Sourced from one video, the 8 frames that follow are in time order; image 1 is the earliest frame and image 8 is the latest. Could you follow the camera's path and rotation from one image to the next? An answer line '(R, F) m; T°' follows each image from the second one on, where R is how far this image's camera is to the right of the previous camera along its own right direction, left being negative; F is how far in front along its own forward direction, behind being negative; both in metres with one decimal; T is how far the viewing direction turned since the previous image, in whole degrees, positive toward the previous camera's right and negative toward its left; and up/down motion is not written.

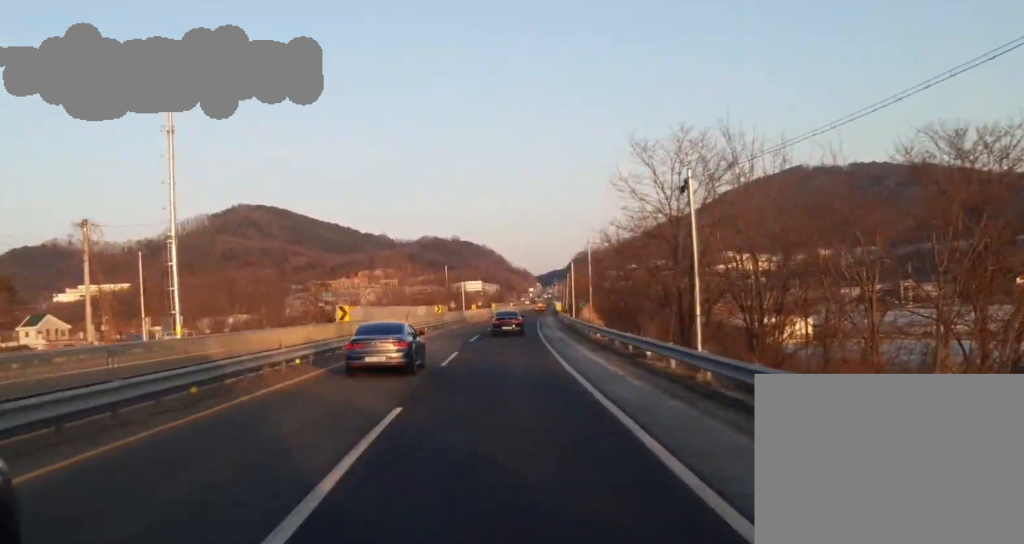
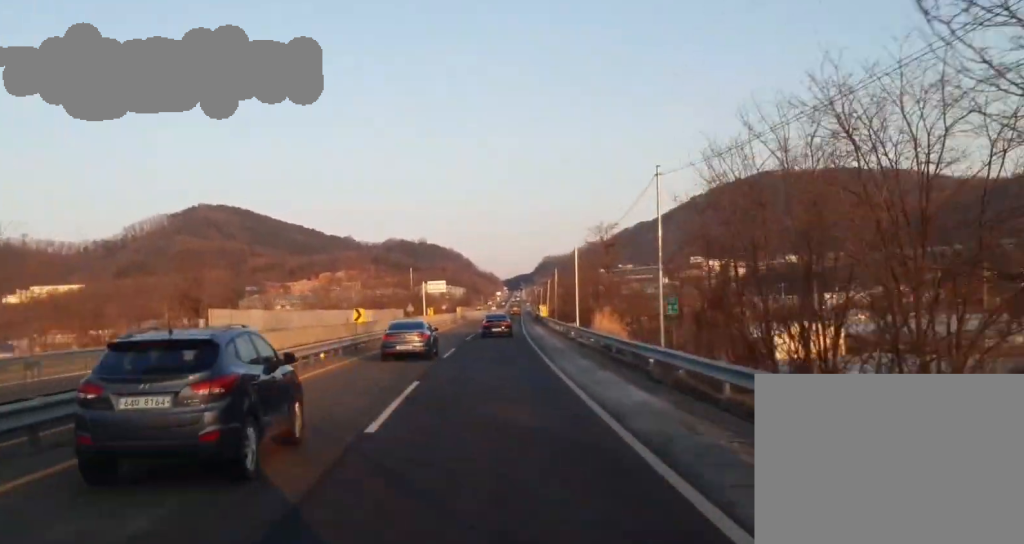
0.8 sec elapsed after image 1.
(+0.8, +34.4) m; +3°
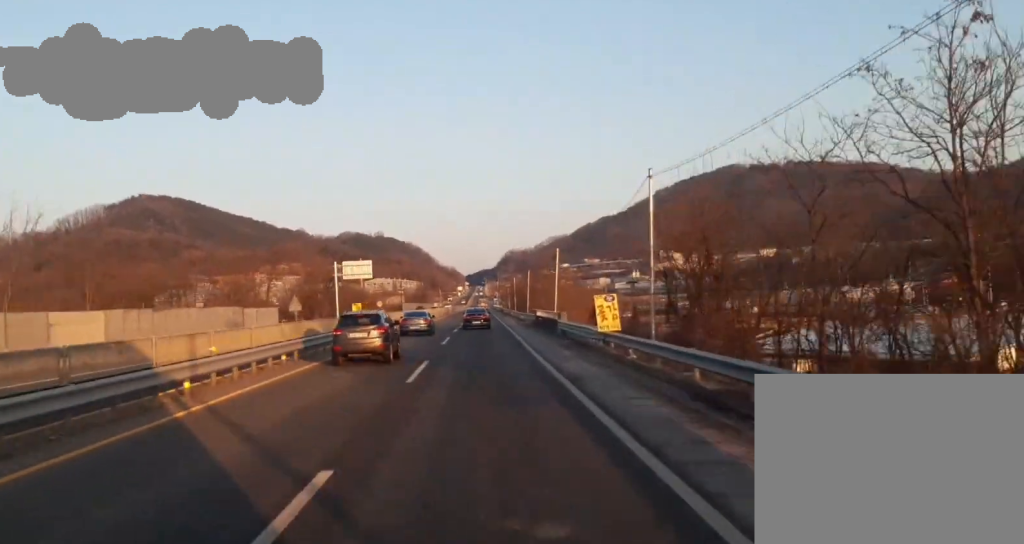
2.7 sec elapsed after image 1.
(+1.8, +75.6) m; +1°
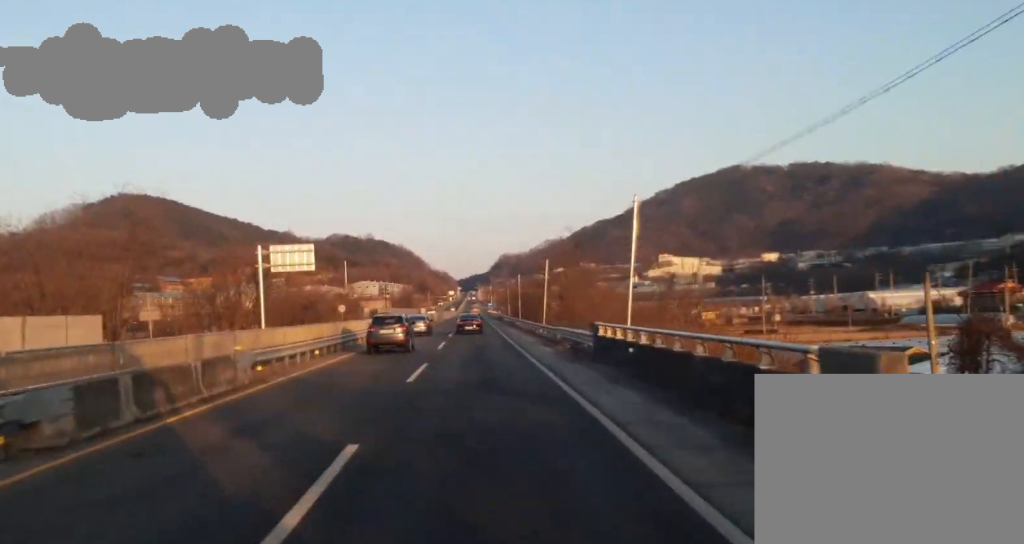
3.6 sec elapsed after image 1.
(0.0, +38.4) m; +1°
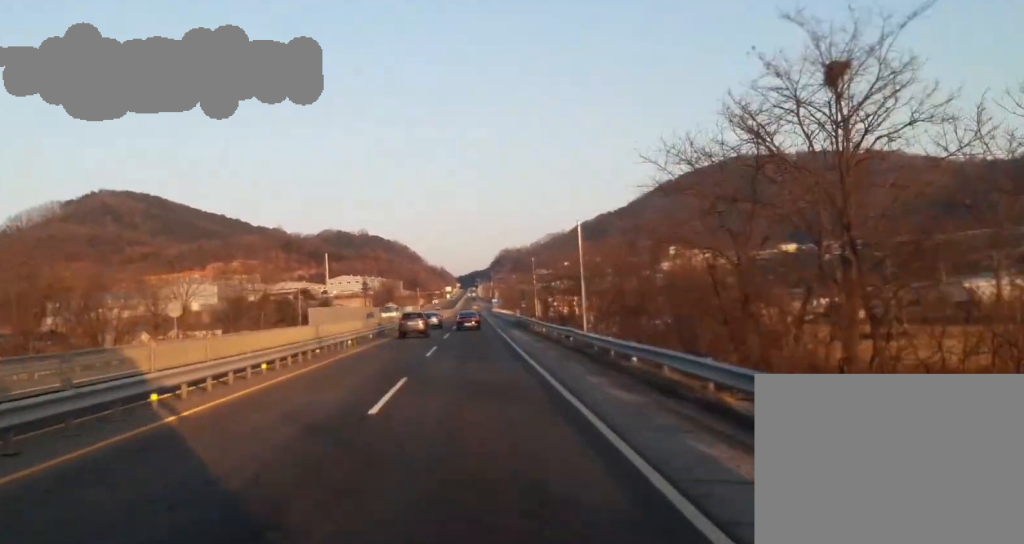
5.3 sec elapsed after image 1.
(+0.7, +68.7) m; +1°
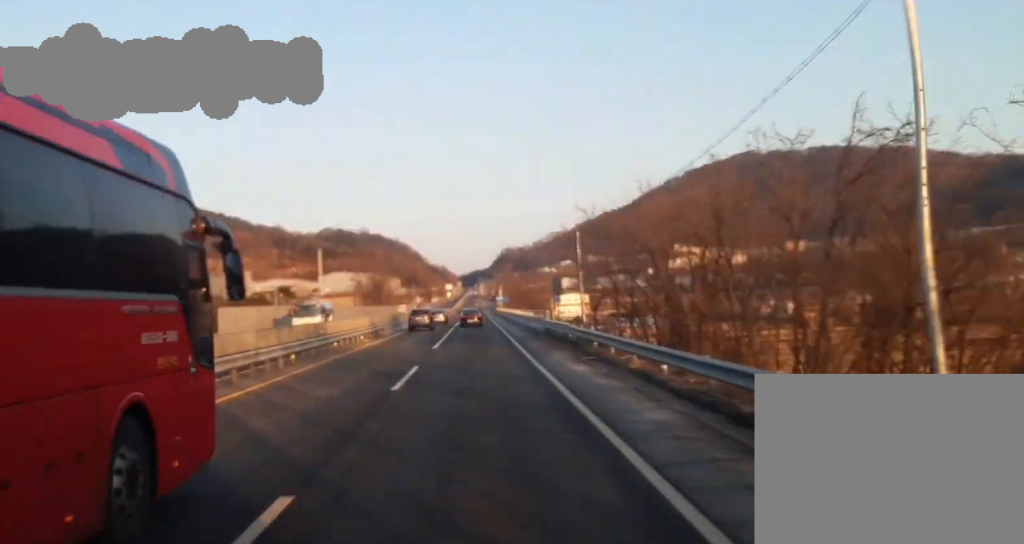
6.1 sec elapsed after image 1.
(0.0, +35.7) m; 0°
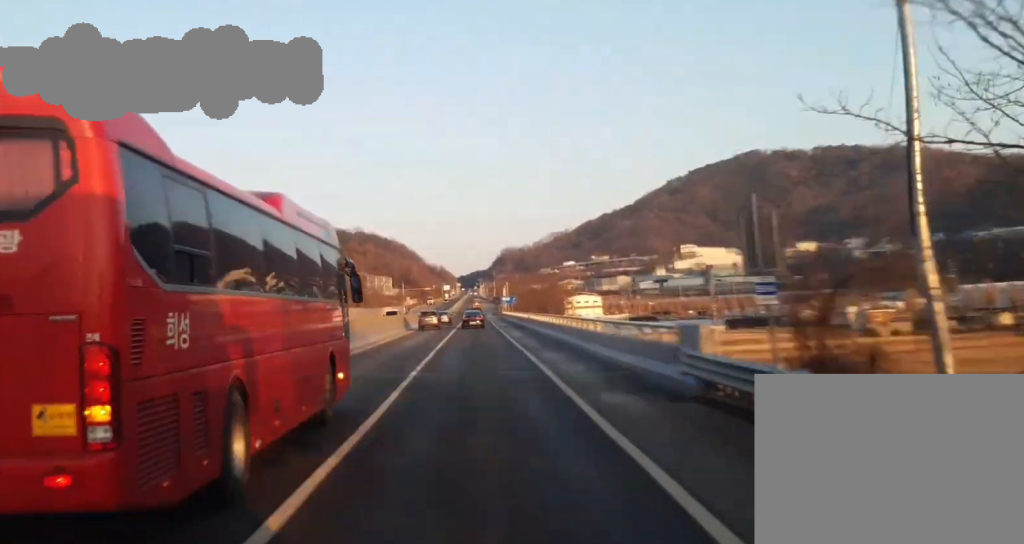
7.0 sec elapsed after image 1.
(-0.1, +37.1) m; 0°
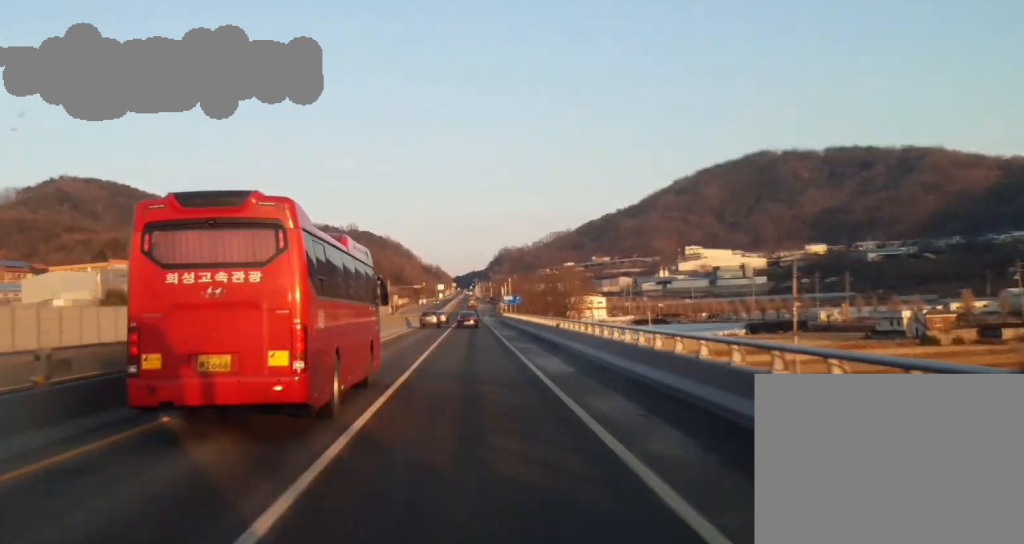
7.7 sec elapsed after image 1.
(-0.1, +28.8) m; +1°
